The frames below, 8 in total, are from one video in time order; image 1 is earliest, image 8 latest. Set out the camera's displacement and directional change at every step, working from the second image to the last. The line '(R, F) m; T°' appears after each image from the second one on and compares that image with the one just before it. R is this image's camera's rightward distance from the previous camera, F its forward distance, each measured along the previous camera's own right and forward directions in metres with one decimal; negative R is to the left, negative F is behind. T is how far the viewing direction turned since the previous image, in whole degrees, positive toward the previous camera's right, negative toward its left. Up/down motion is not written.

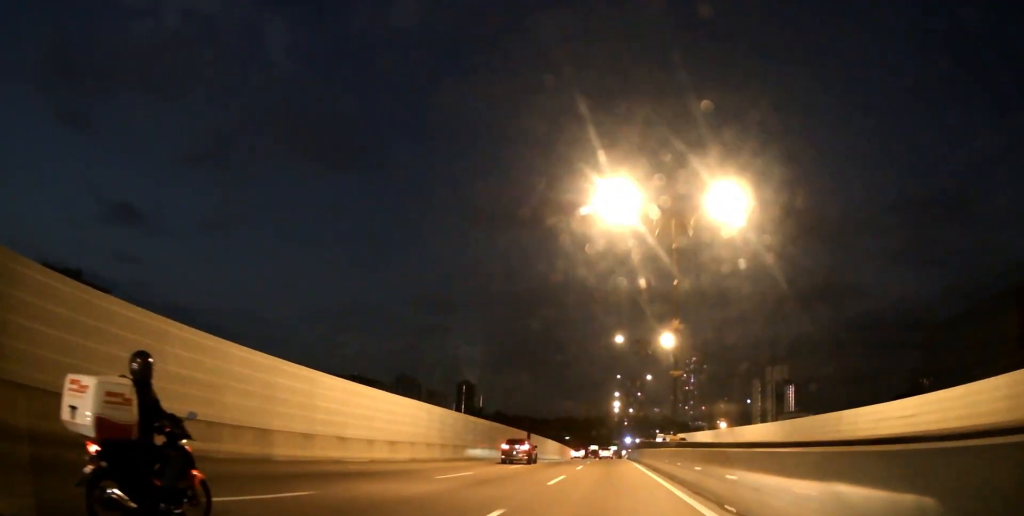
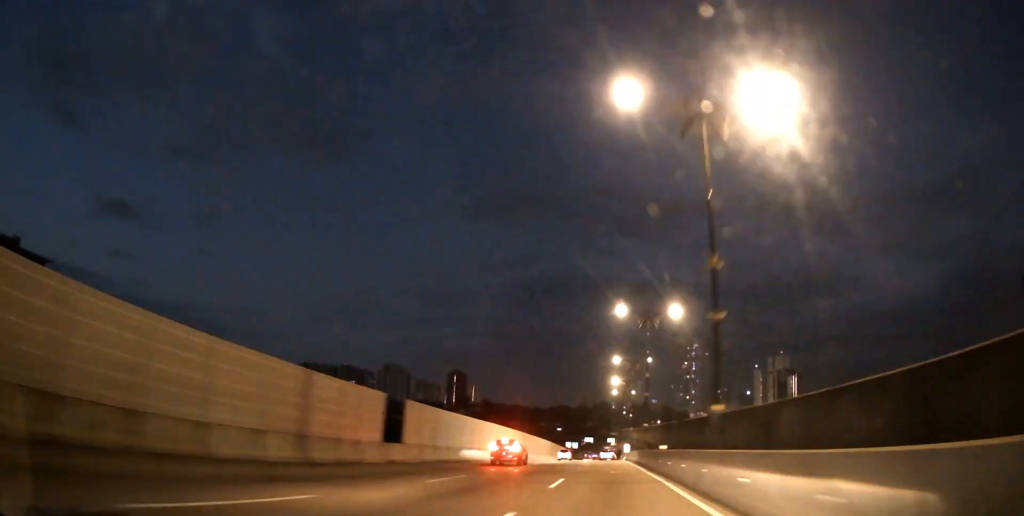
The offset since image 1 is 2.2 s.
(-0.1, +49.0) m; 0°
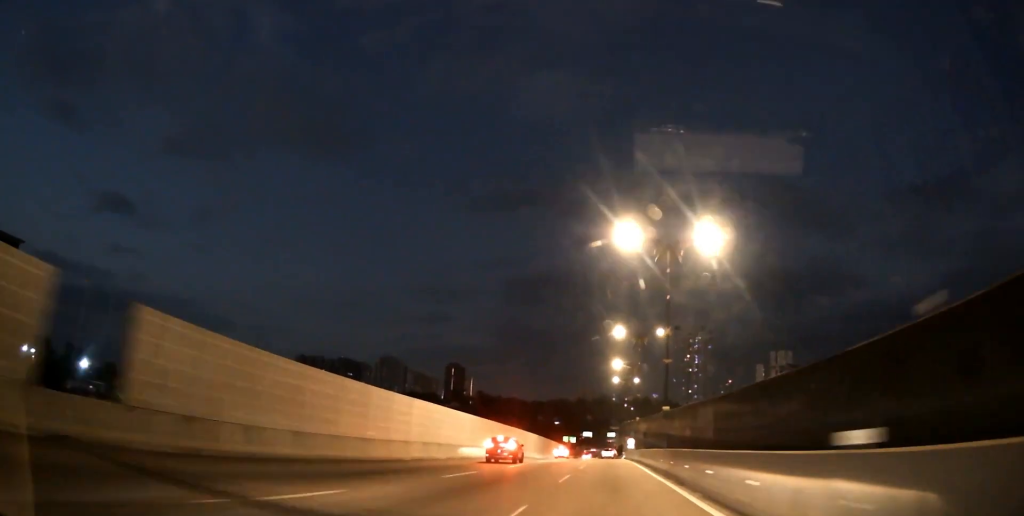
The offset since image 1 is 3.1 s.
(0.0, +20.1) m; 0°
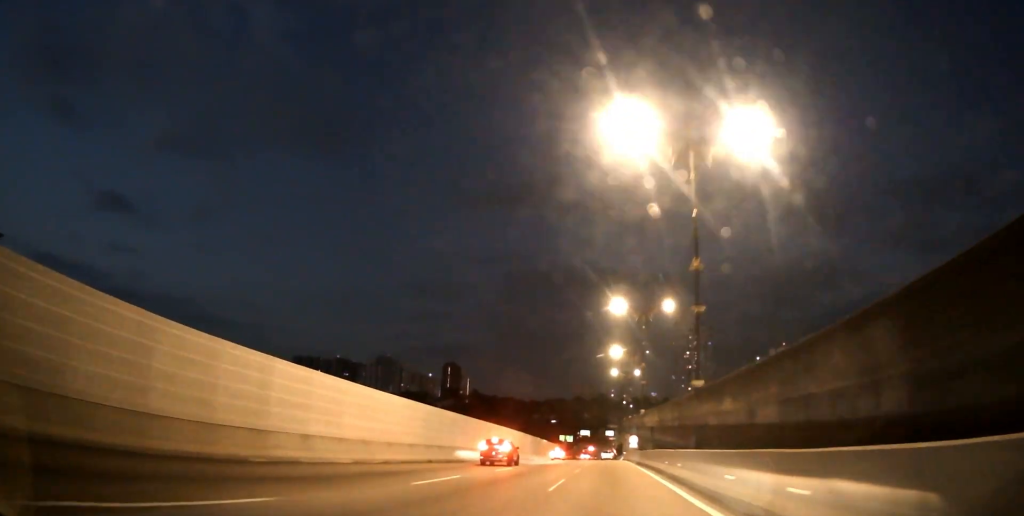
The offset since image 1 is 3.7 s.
(0.0, +14.5) m; 0°
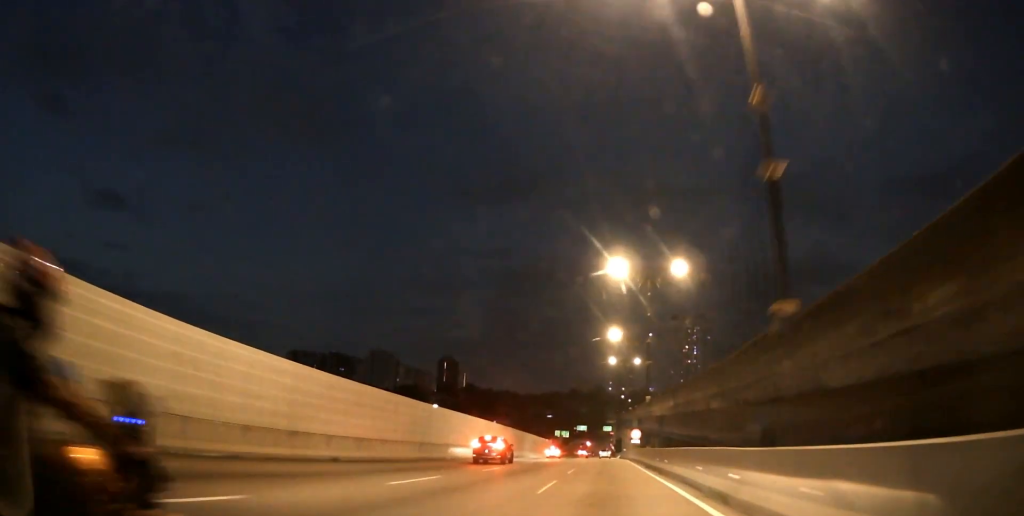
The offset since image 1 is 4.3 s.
(0.0, +12.8) m; 0°
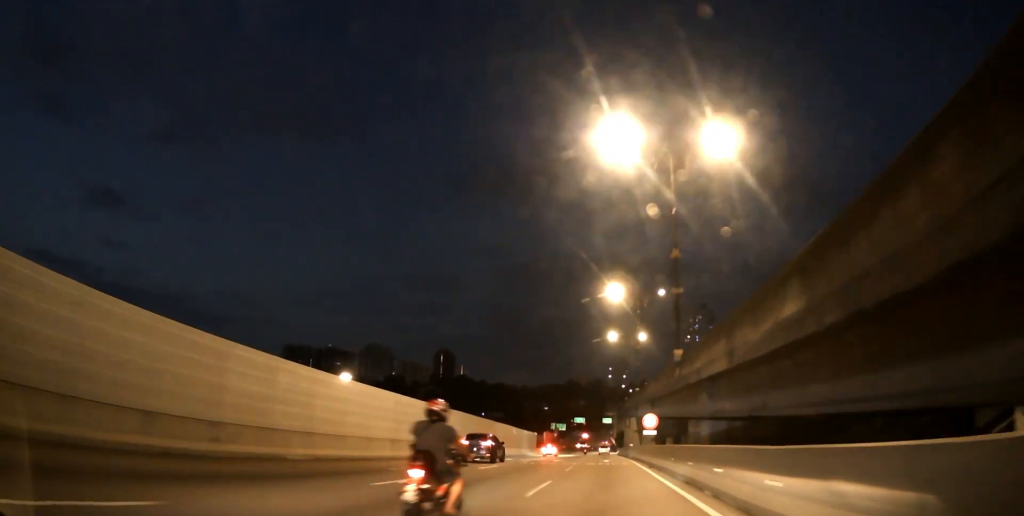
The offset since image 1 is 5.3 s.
(+0.1, +23.2) m; 0°
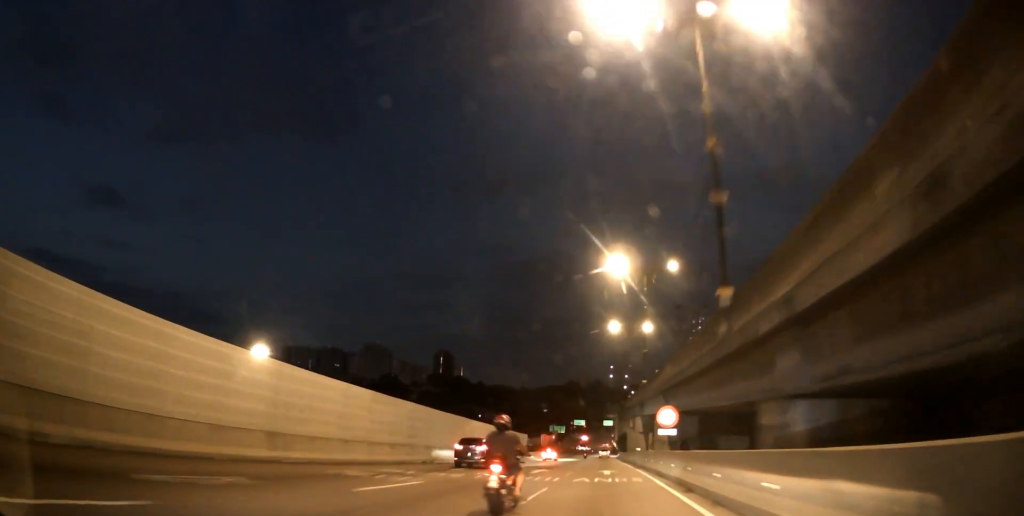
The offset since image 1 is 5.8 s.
(0.0, +11.5) m; 0°
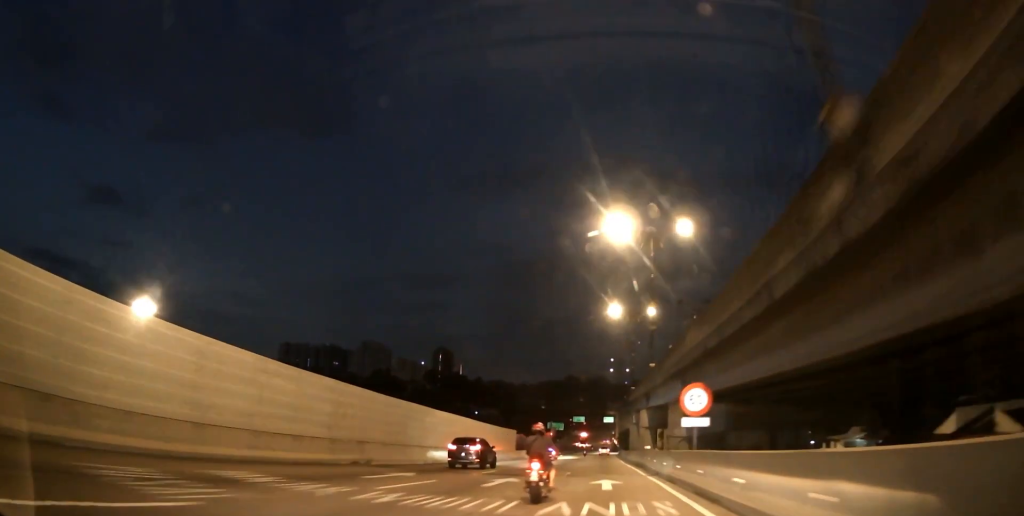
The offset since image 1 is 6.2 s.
(0.0, +10.0) m; 0°
